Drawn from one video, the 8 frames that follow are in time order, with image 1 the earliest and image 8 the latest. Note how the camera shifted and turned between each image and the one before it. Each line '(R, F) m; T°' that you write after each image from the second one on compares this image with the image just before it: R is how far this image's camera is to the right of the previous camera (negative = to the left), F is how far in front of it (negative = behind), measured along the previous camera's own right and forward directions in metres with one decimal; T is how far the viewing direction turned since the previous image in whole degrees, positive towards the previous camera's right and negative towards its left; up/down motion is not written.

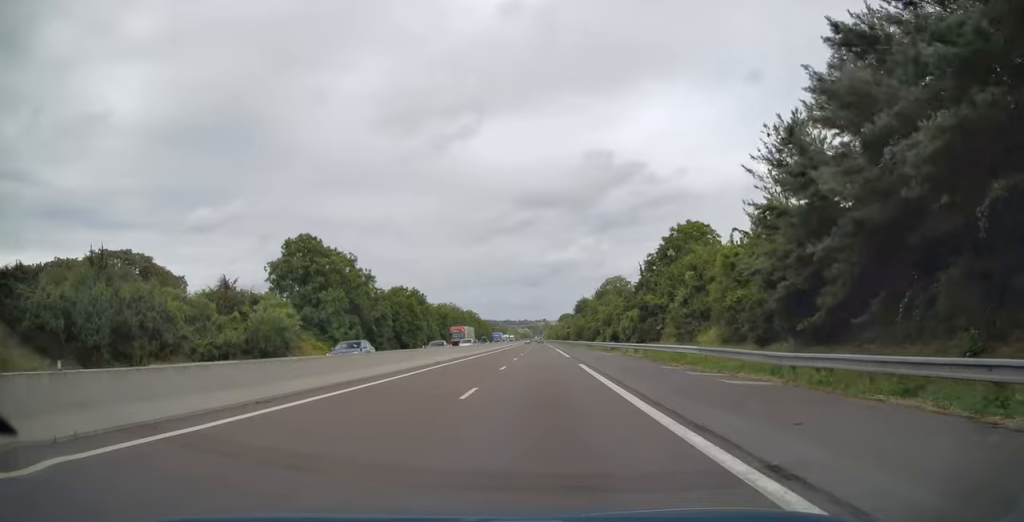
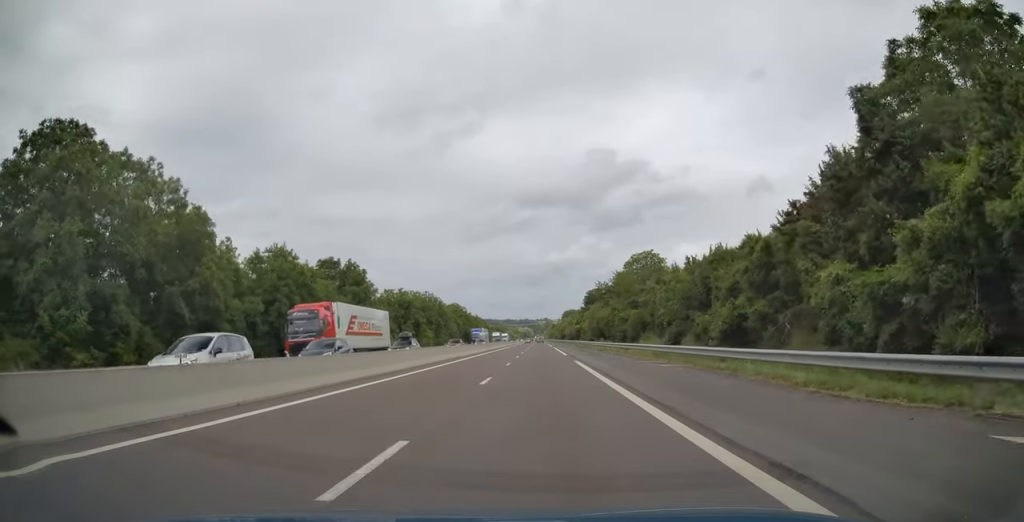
(0.0, +48.0) m; 0°
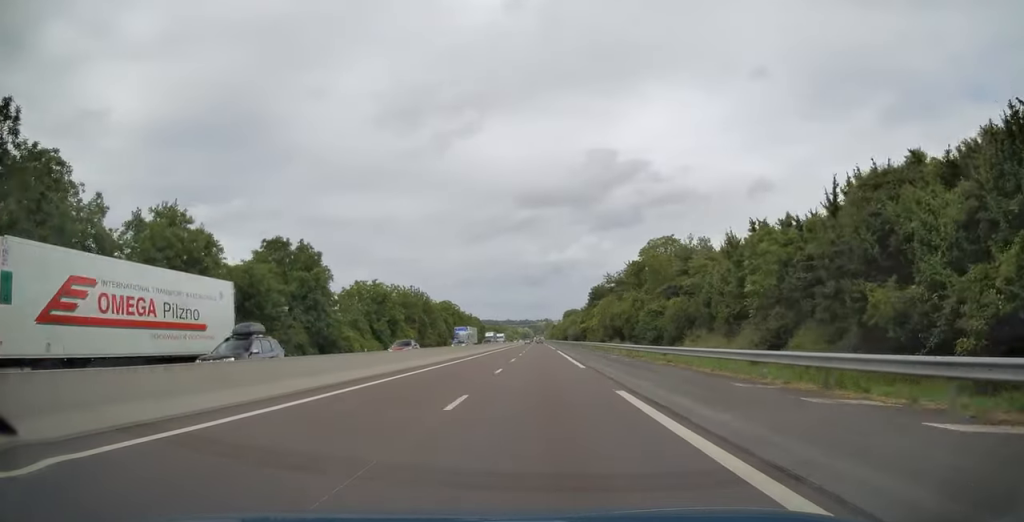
(0.0, +19.4) m; 0°
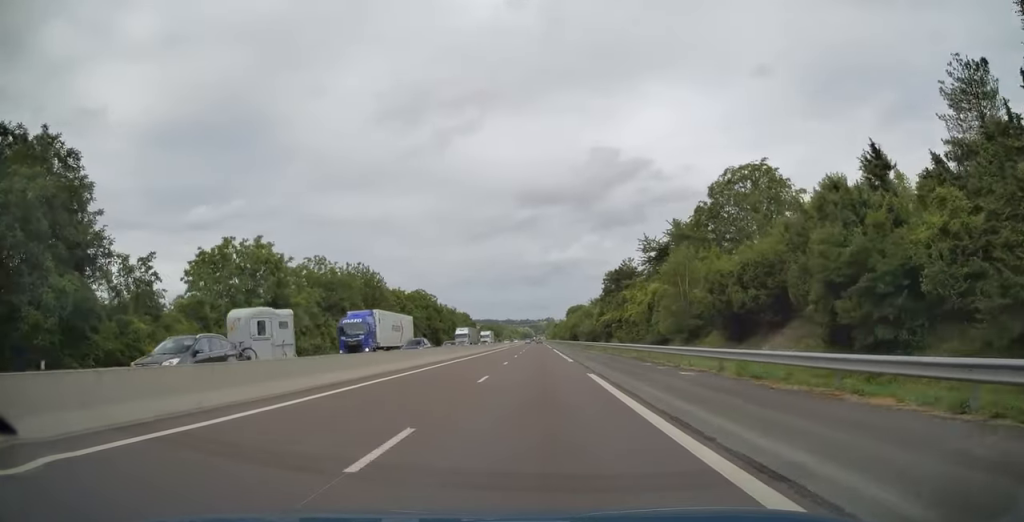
(-0.1, +44.7) m; 0°
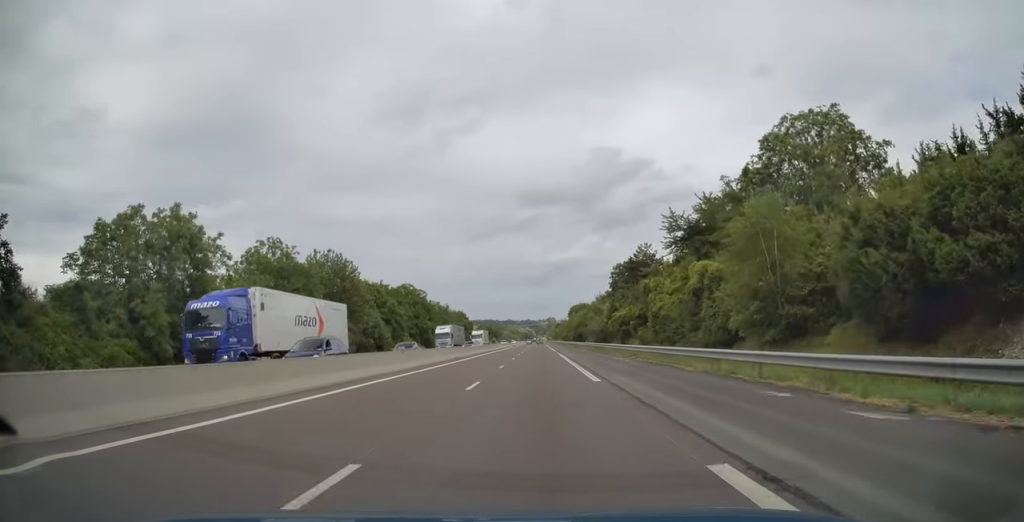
(+0.1, +15.6) m; 0°
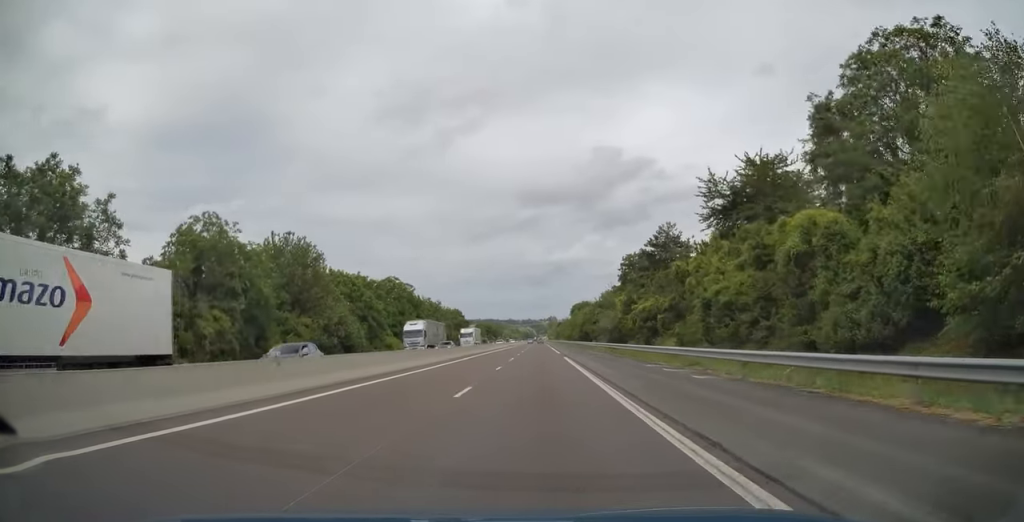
(0.0, +15.1) m; 0°
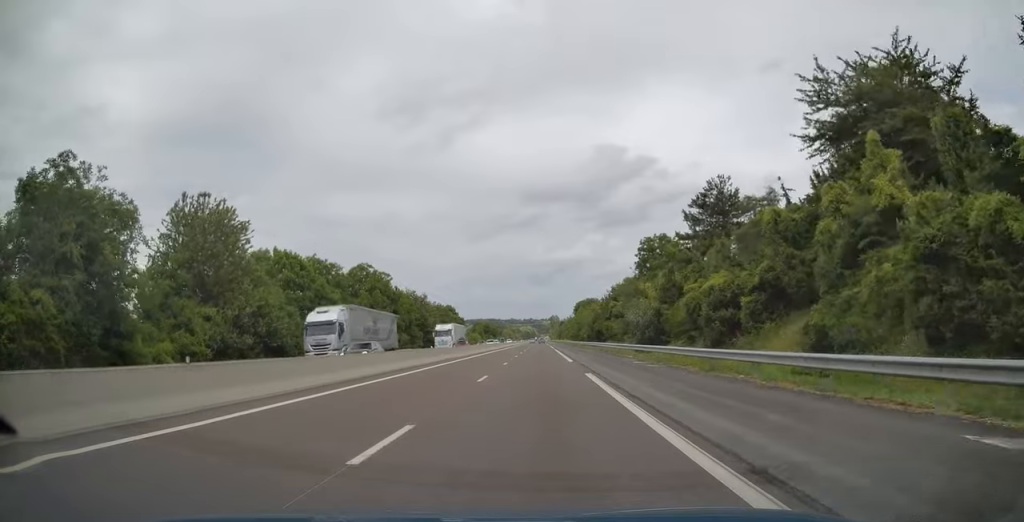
(0.0, +21.0) m; 0°
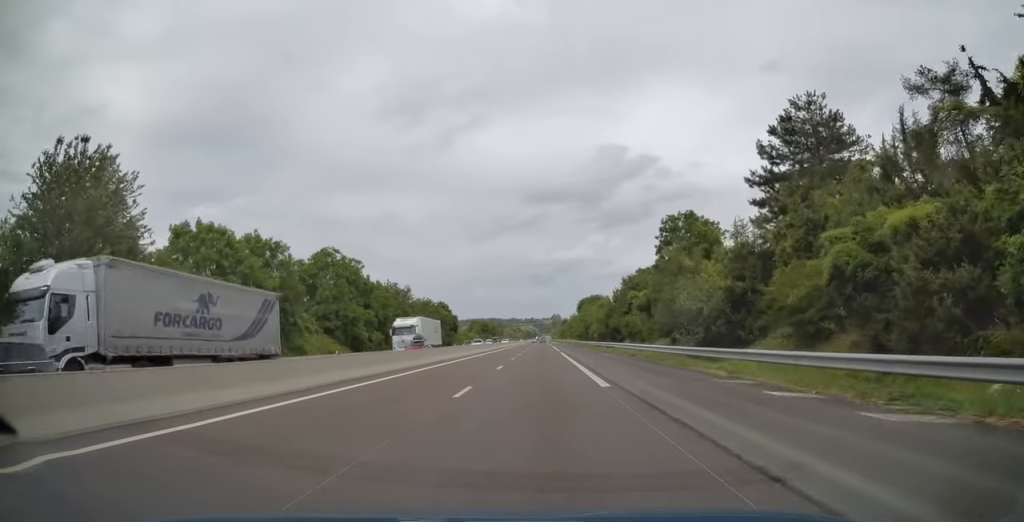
(-0.2, +18.3) m; 0°
